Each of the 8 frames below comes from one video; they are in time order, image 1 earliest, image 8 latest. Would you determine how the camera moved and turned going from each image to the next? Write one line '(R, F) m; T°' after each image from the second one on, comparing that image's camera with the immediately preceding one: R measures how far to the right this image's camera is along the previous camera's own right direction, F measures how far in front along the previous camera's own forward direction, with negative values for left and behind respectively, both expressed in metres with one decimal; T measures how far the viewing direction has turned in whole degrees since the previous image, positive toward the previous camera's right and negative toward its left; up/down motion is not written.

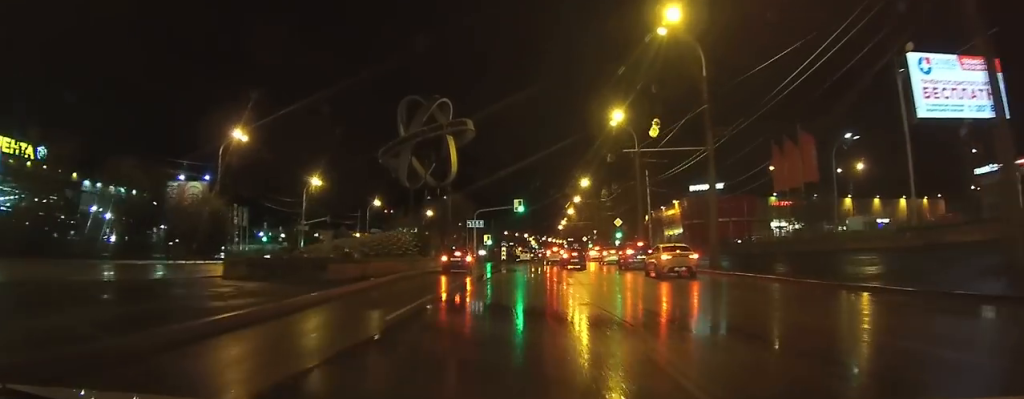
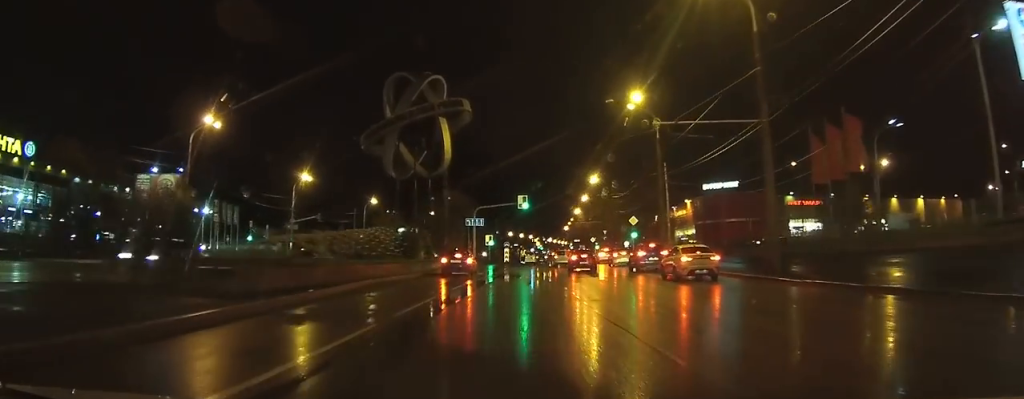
(0.0, +6.3) m; 0°
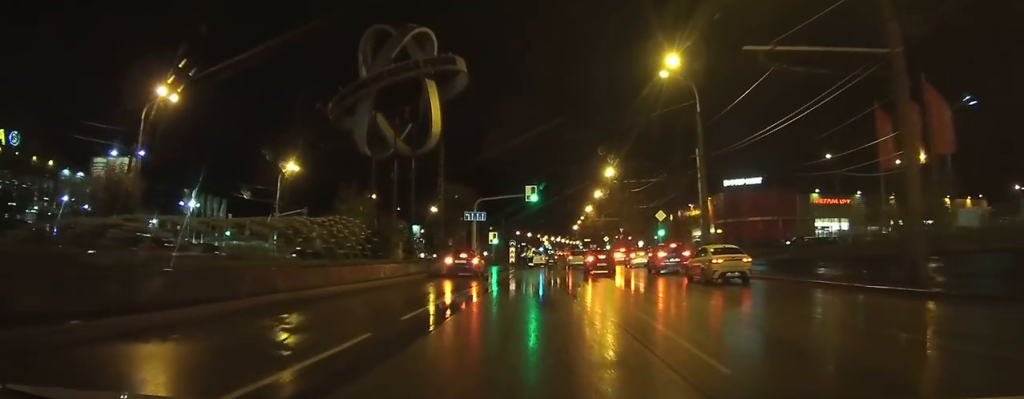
(-0.1, +8.4) m; -1°
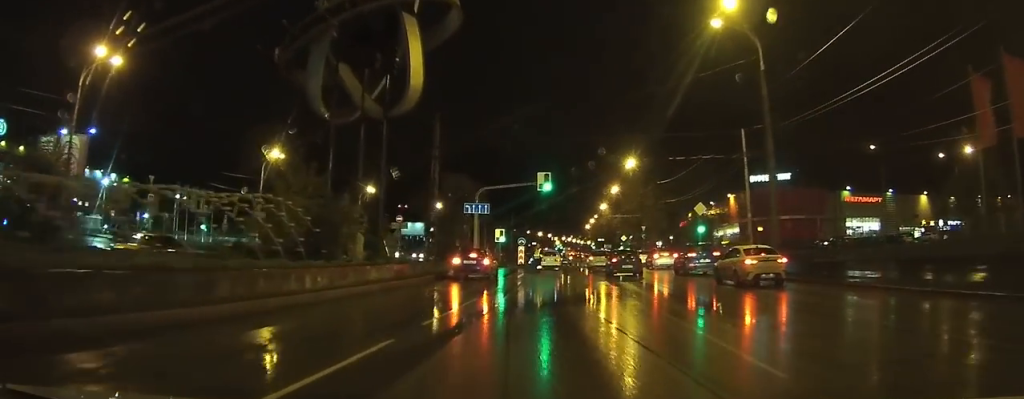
(-0.3, +8.6) m; -3°
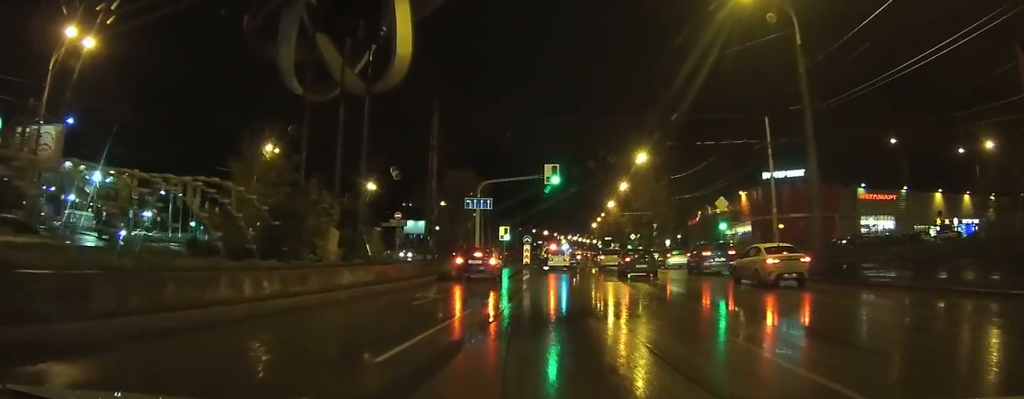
(-0.1, +3.4) m; -1°
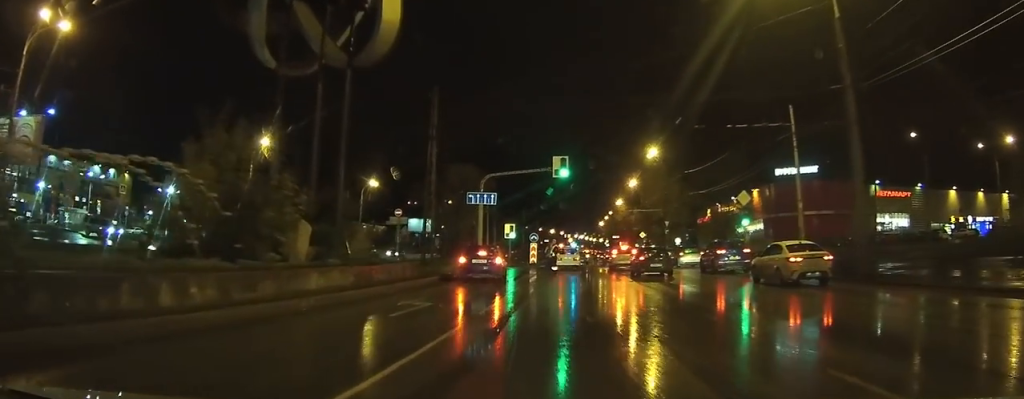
(0.0, +2.7) m; 0°
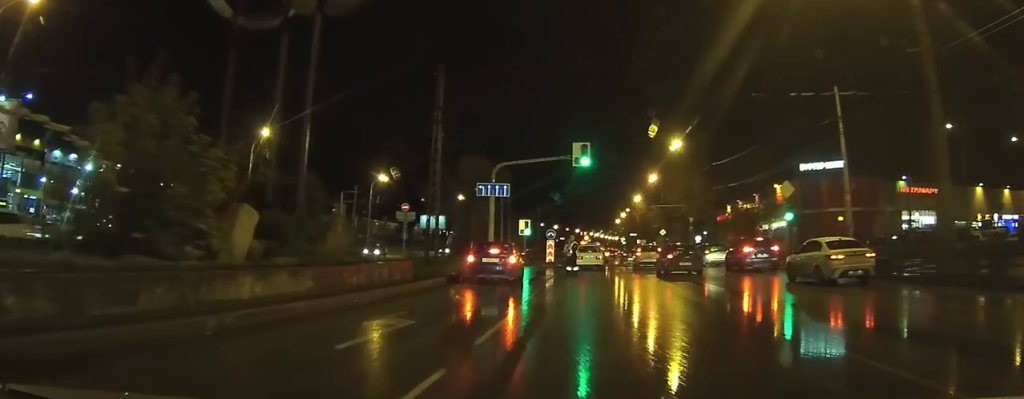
(0.0, +3.8) m; -1°
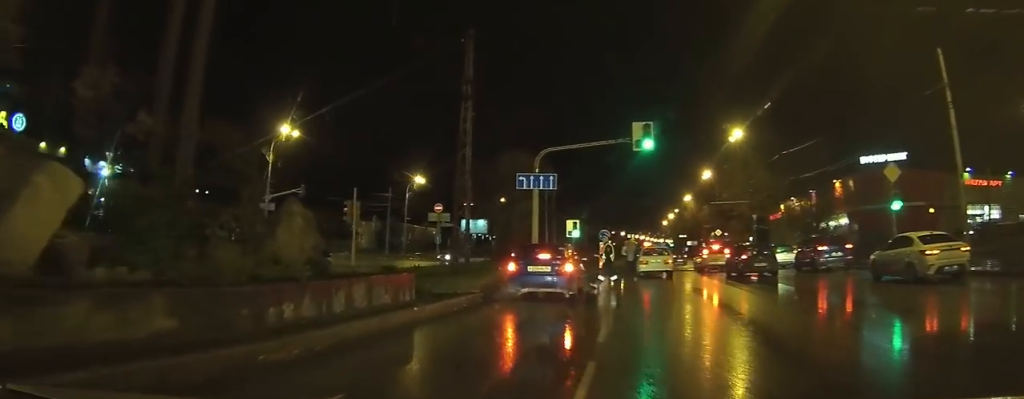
(-0.1, +5.7) m; -3°
